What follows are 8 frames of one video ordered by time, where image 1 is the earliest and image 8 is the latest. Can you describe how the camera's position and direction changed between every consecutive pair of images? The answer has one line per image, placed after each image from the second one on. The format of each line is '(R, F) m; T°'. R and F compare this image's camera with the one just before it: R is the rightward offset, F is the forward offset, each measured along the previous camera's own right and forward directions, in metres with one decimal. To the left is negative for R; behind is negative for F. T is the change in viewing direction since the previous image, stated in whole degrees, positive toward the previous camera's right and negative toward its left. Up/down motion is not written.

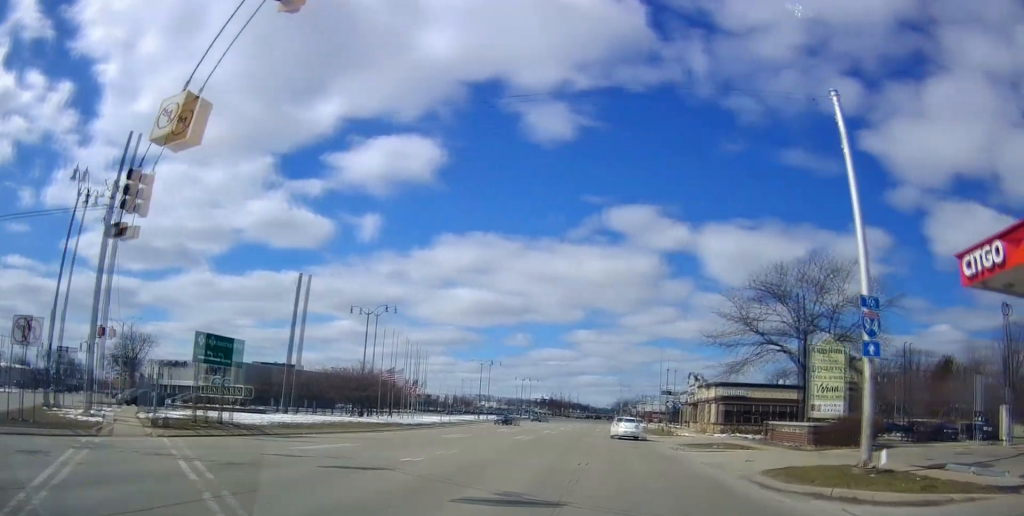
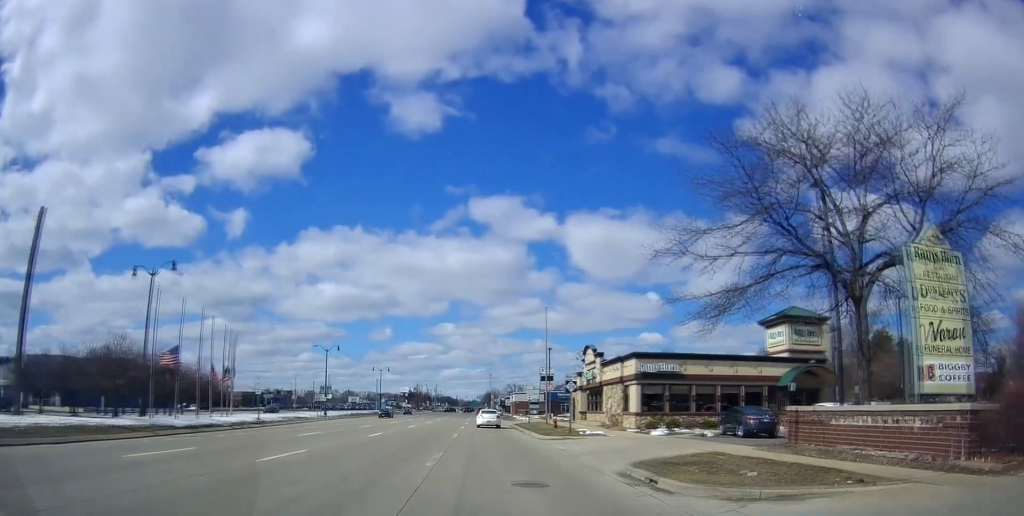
(+1.9, +17.2) m; +10°
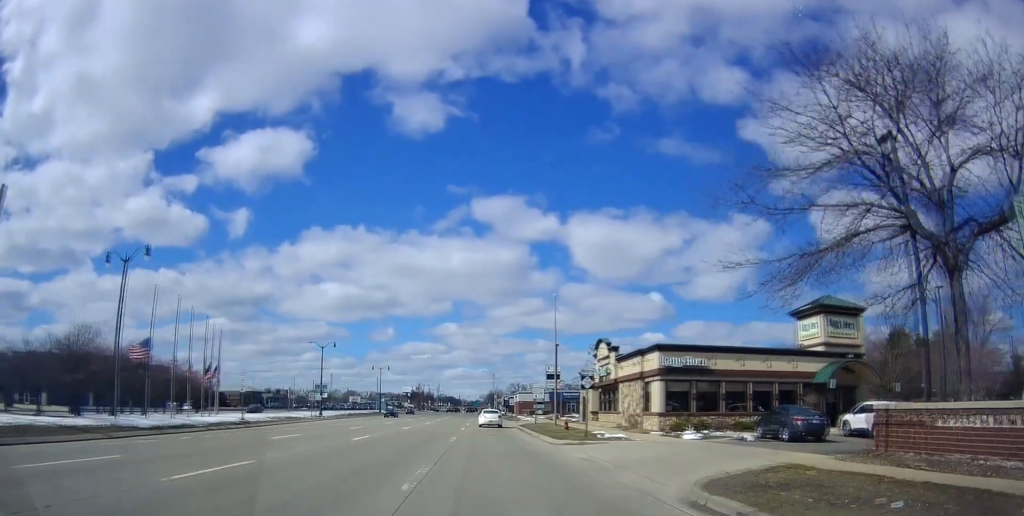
(+0.1, +4.2) m; 0°
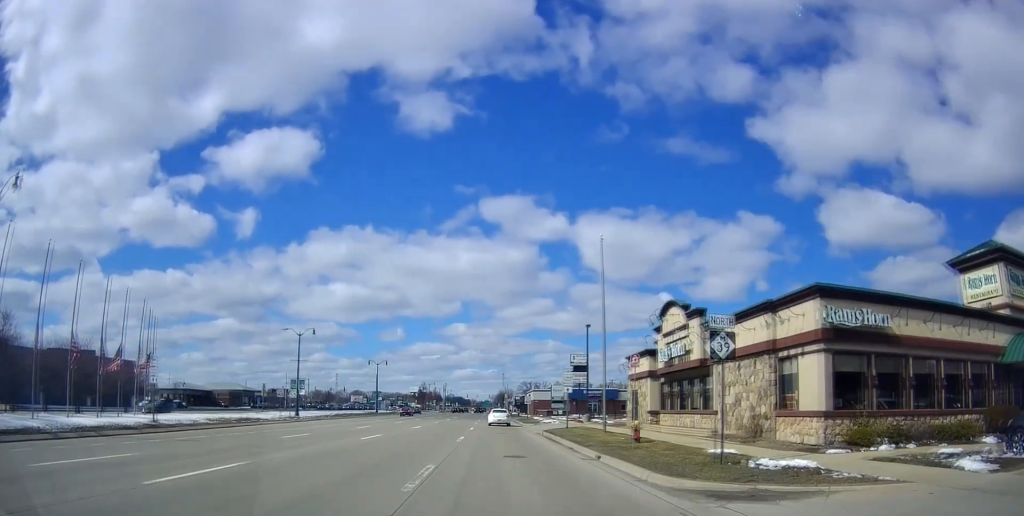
(-0.3, +14.9) m; -4°
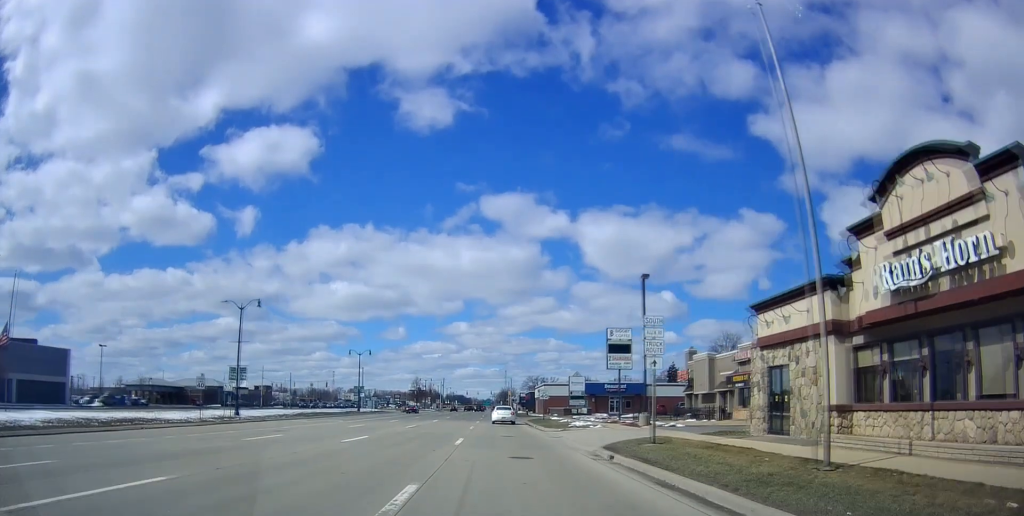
(-0.1, +18.7) m; 0°
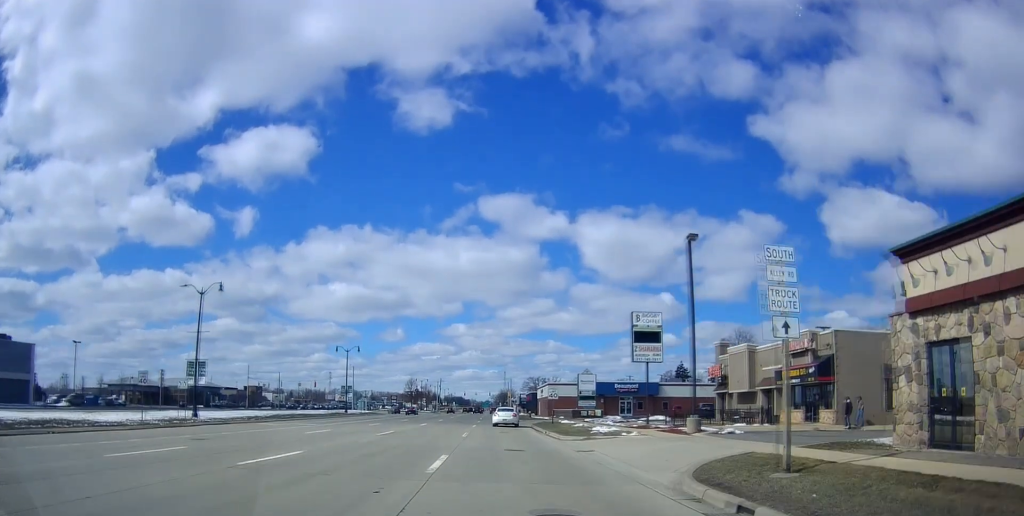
(-0.2, +8.4) m; -1°
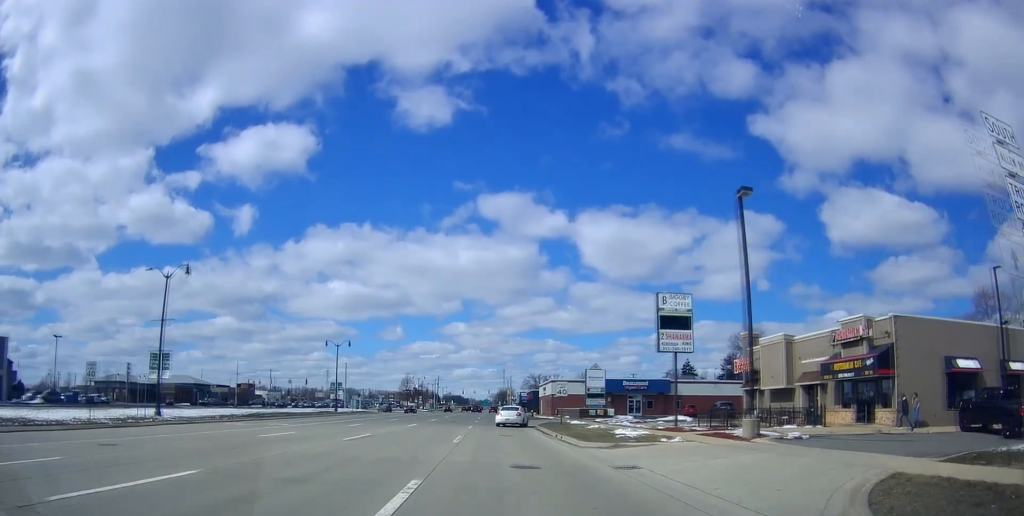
(0.0, +5.9) m; 0°
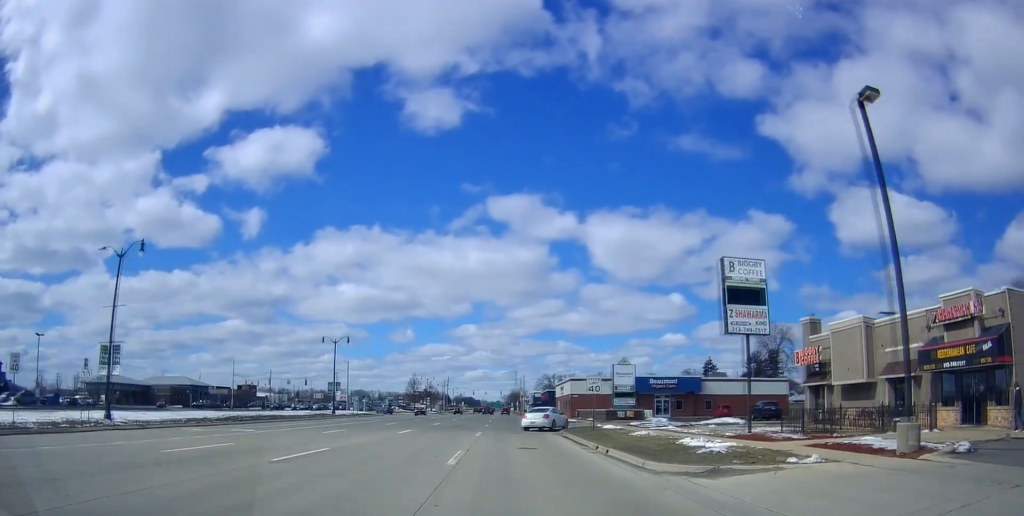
(0.0, +8.0) m; +1°
